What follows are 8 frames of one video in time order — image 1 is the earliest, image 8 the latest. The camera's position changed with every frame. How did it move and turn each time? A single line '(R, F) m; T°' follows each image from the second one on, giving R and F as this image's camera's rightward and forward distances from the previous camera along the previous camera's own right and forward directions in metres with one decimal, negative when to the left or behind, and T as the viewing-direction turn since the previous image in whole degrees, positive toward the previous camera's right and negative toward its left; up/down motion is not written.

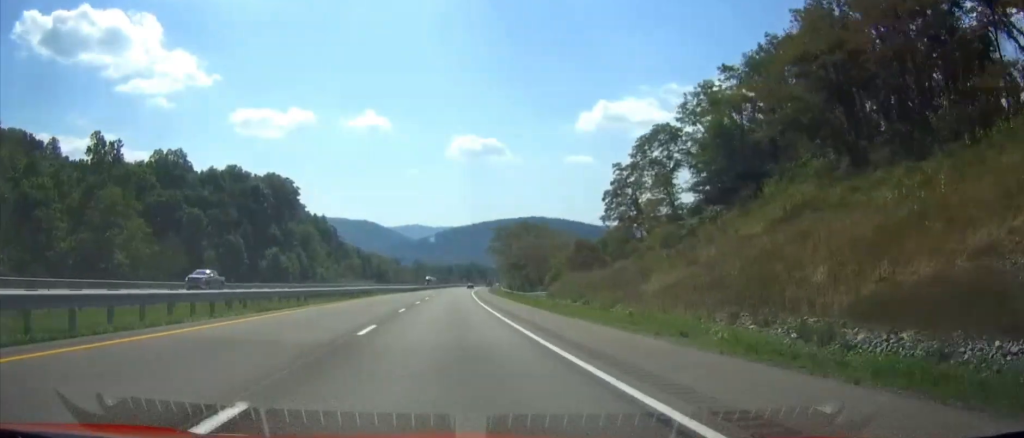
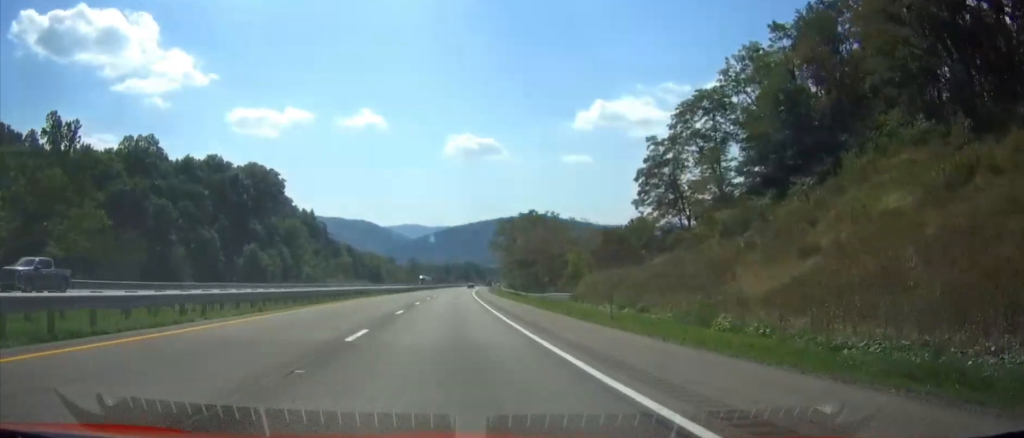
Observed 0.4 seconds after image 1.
(0.0, +14.2) m; 0°
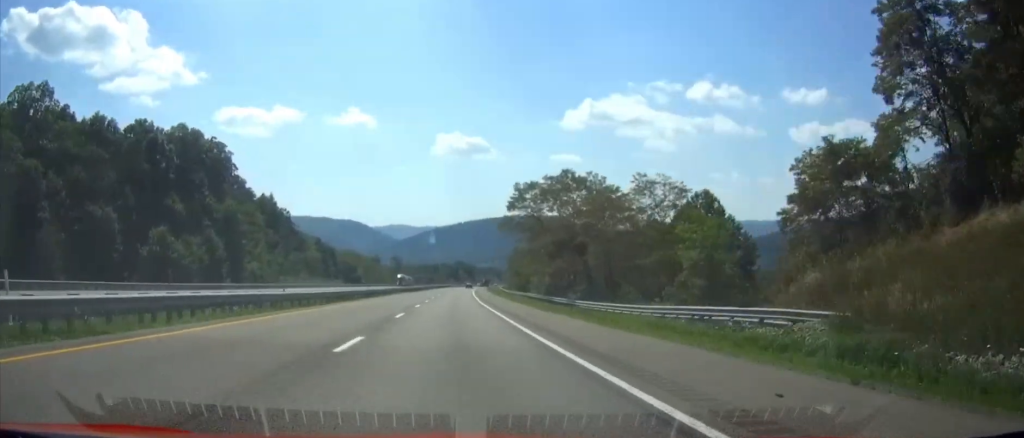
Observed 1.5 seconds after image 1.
(+0.3, +39.1) m; +1°
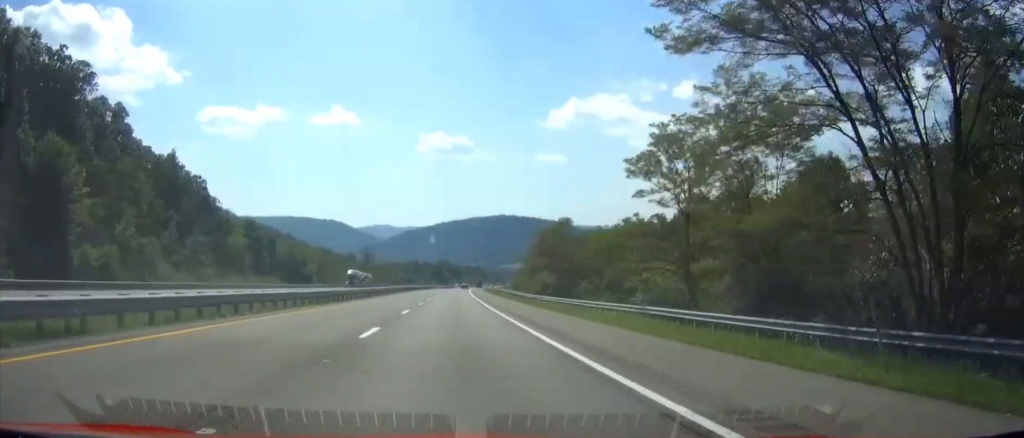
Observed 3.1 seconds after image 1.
(+1.1, +58.2) m; +1°
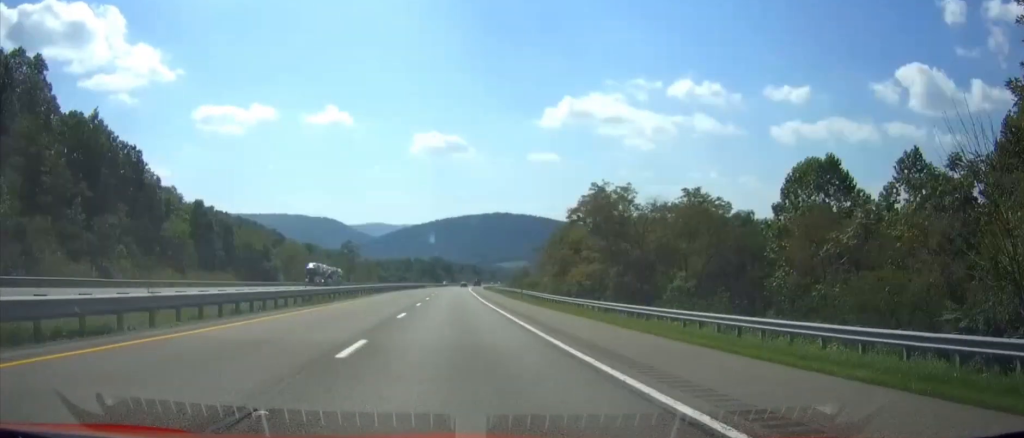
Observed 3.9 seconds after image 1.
(+0.1, +28.6) m; 0°
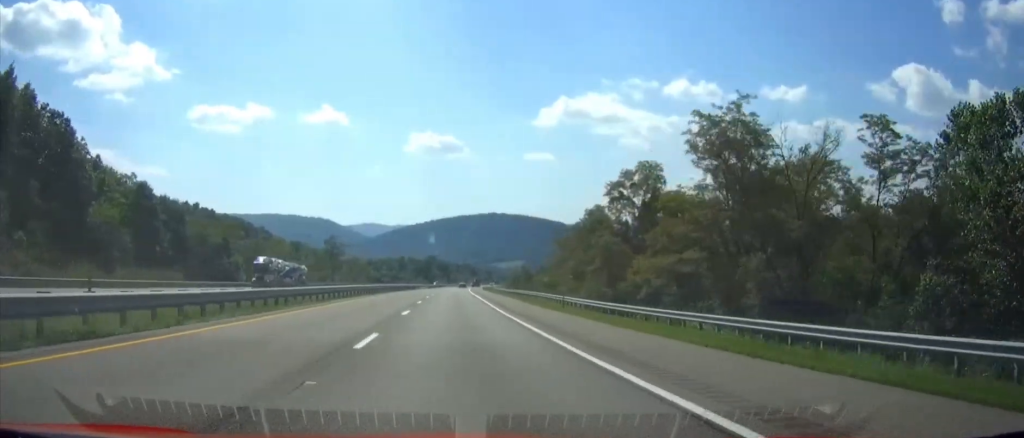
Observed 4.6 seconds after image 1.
(0.0, +22.7) m; +1°
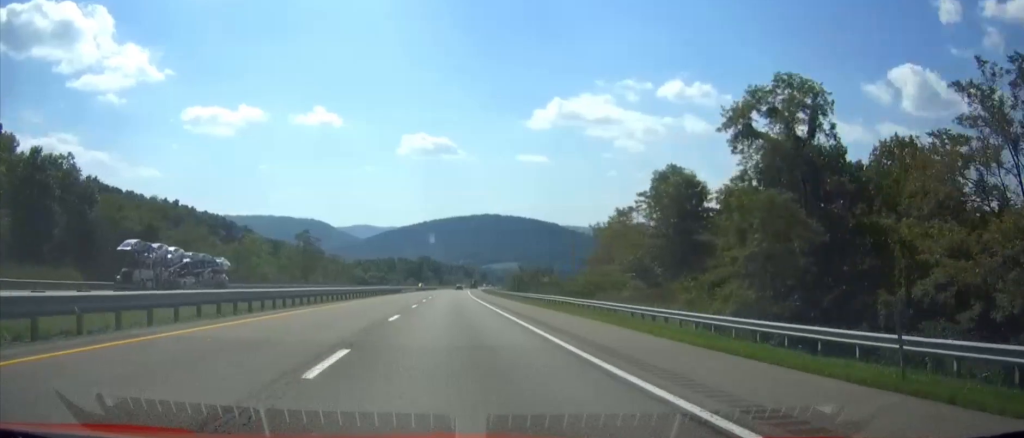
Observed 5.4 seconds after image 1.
(+0.2, +28.6) m; +1°
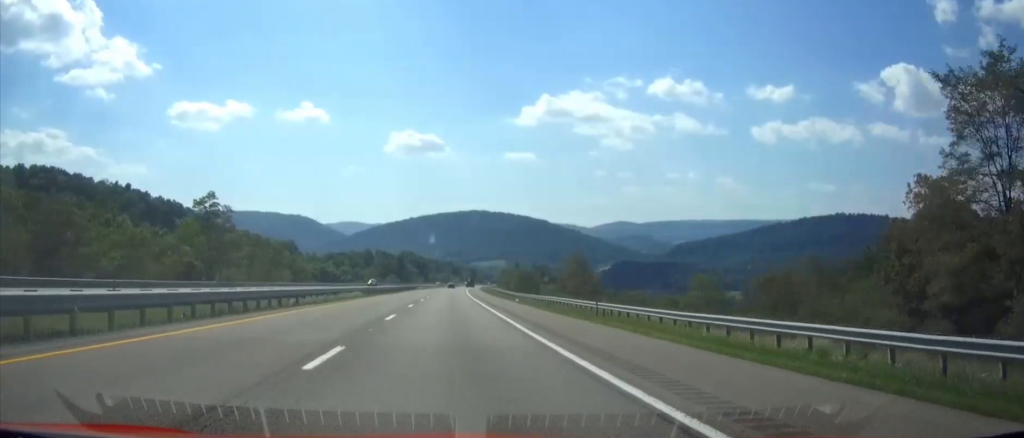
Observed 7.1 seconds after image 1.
(+0.6, +60.8) m; +1°
